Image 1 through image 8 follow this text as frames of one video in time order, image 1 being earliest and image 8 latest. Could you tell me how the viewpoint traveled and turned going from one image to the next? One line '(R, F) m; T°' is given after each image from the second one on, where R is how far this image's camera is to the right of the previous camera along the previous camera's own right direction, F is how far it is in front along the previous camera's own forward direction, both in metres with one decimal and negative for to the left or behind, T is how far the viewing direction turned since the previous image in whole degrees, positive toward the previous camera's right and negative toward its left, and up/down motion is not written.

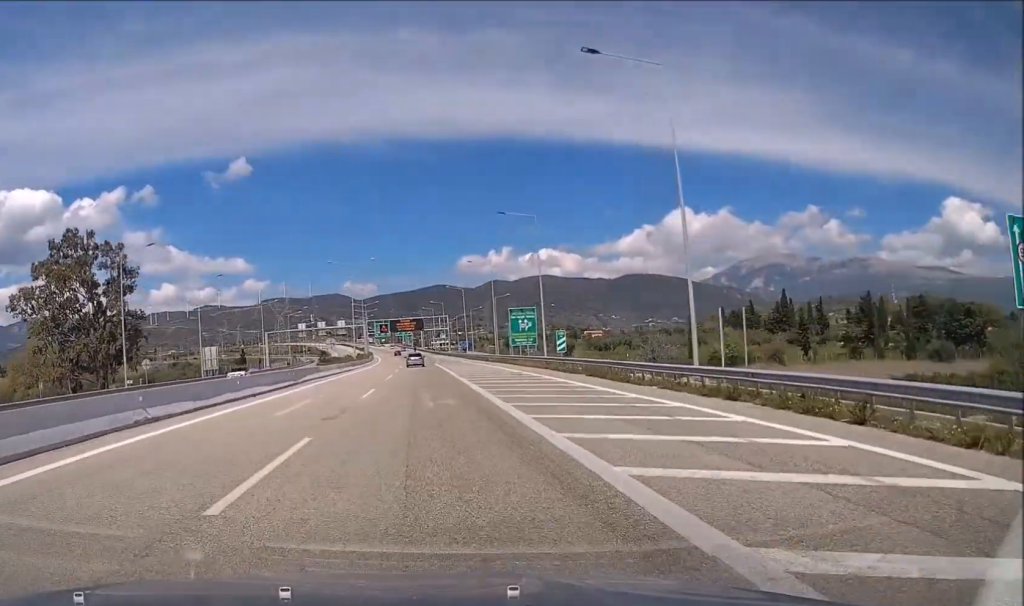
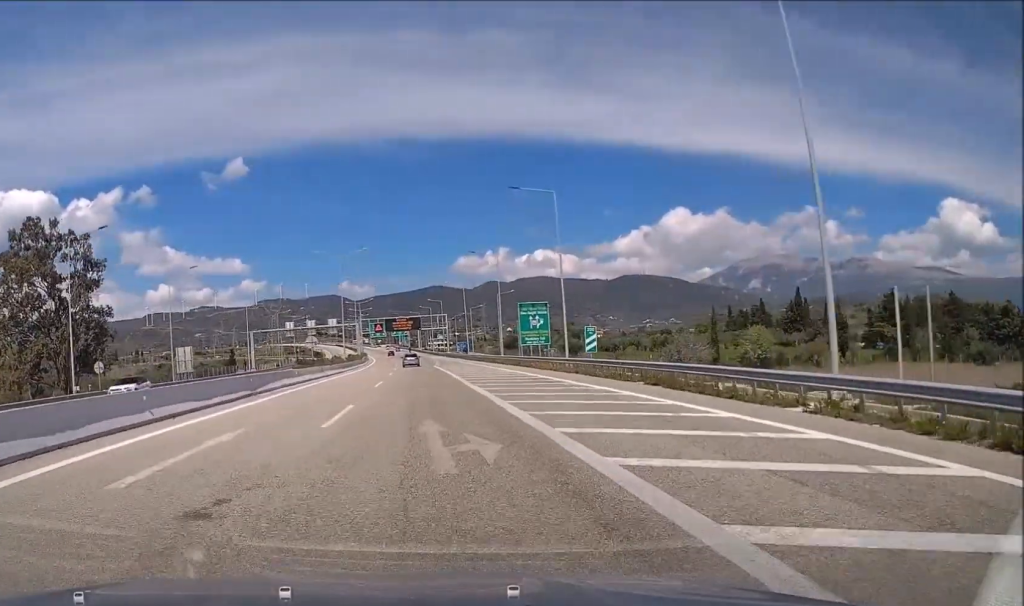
(-0.1, +9.3) m; +1°
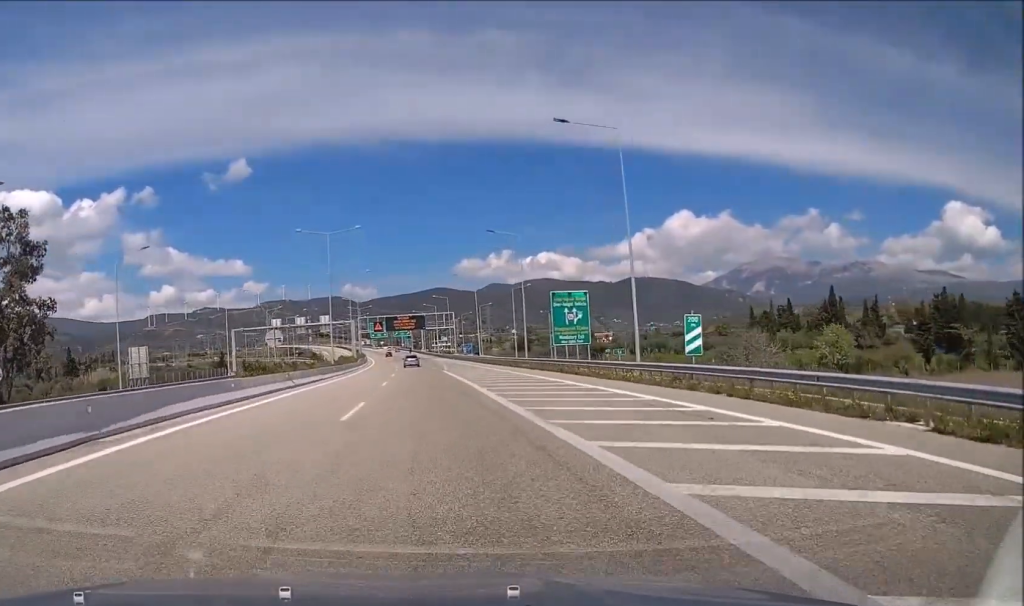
(+0.3, +15.8) m; +1°
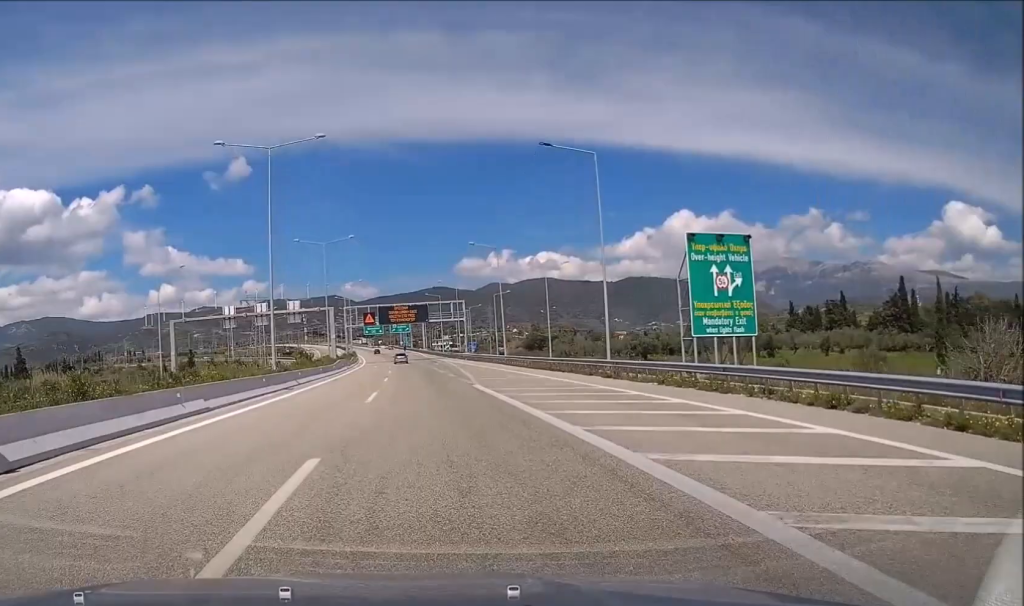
(+0.1, +29.3) m; 0°
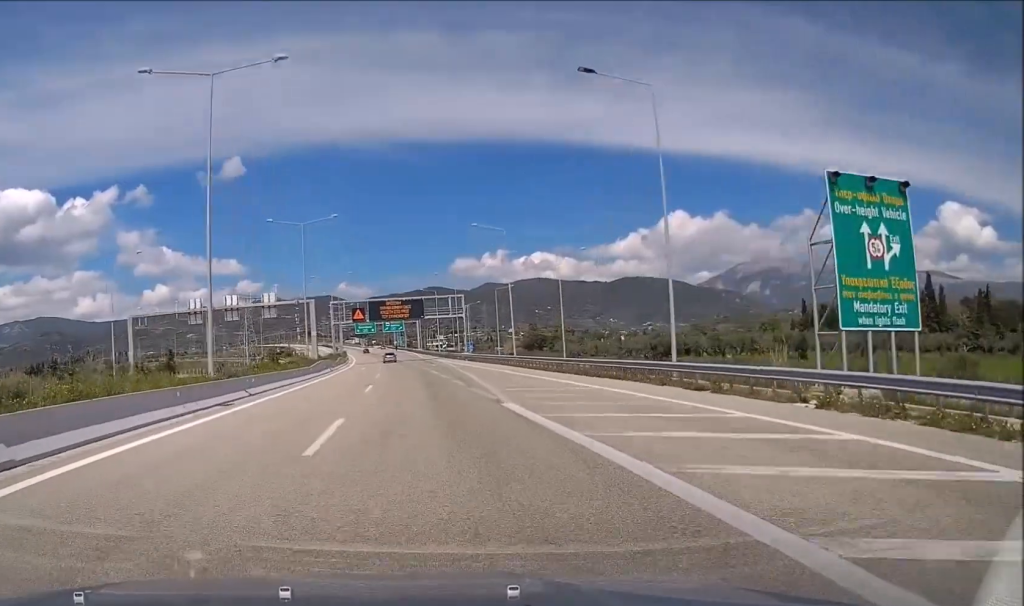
(-0.1, +11.1) m; 0°
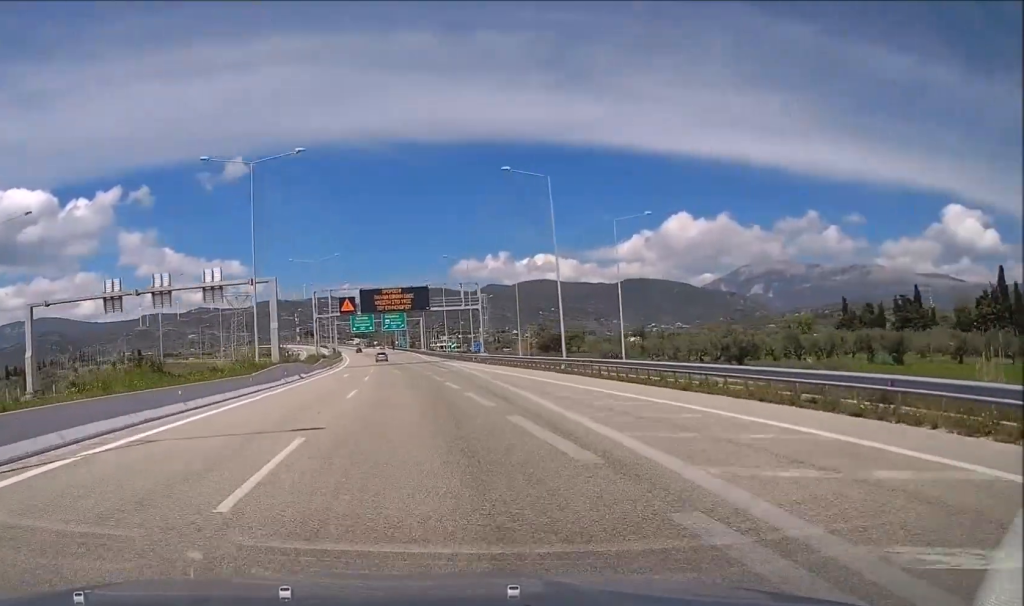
(+0.1, +21.6) m; +1°
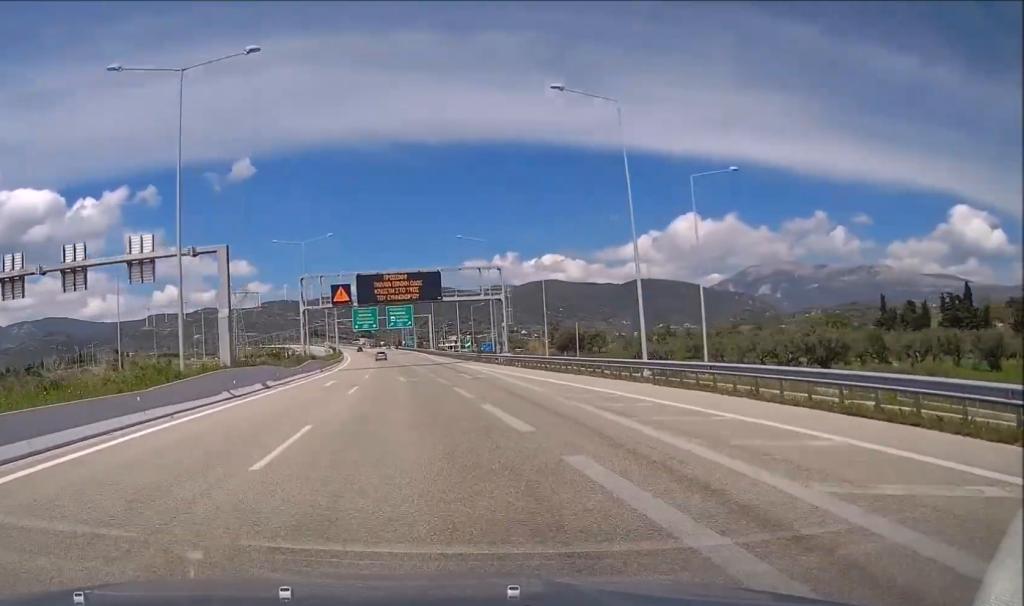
(+0.2, +14.8) m; 0°
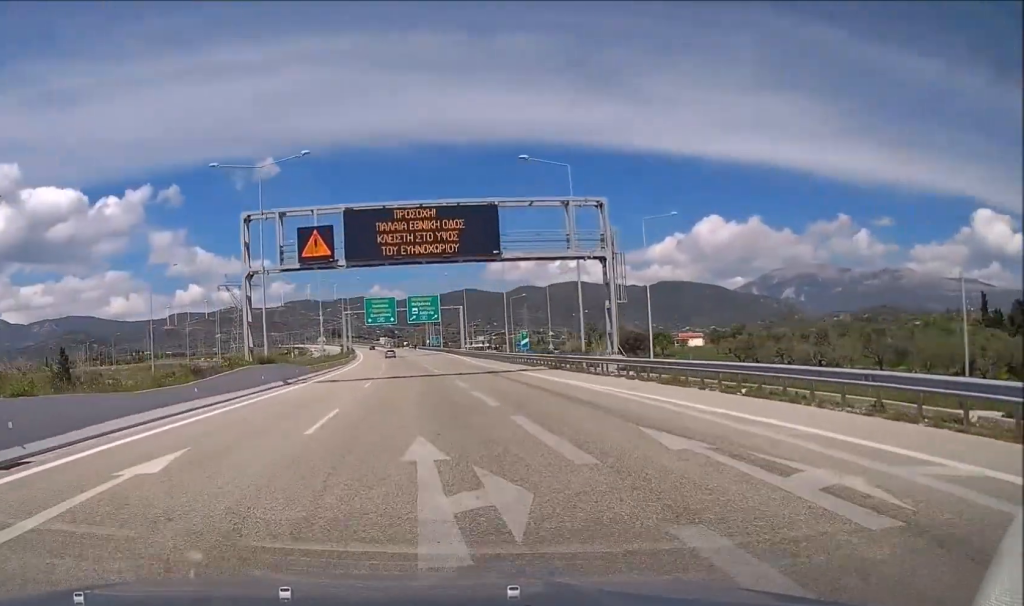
(-0.5, +31.8) m; -2°
